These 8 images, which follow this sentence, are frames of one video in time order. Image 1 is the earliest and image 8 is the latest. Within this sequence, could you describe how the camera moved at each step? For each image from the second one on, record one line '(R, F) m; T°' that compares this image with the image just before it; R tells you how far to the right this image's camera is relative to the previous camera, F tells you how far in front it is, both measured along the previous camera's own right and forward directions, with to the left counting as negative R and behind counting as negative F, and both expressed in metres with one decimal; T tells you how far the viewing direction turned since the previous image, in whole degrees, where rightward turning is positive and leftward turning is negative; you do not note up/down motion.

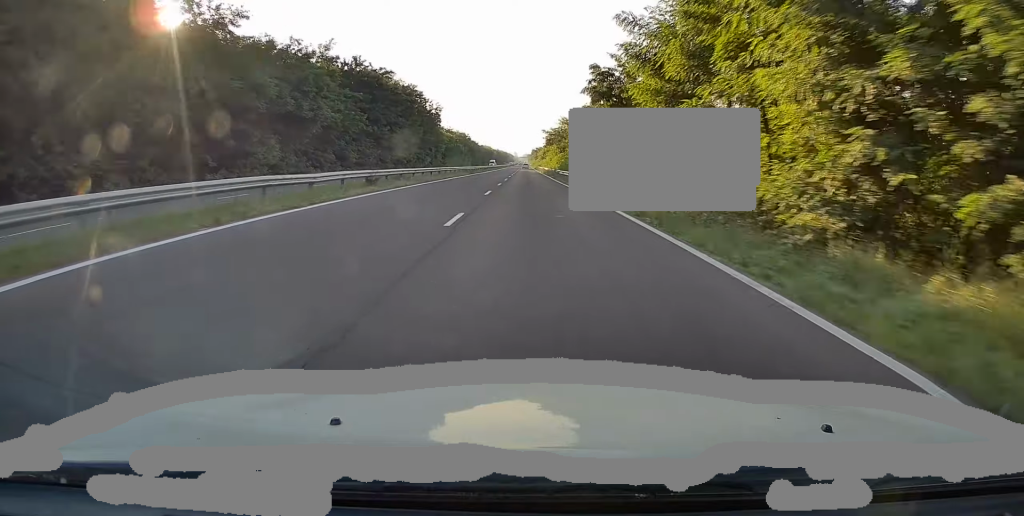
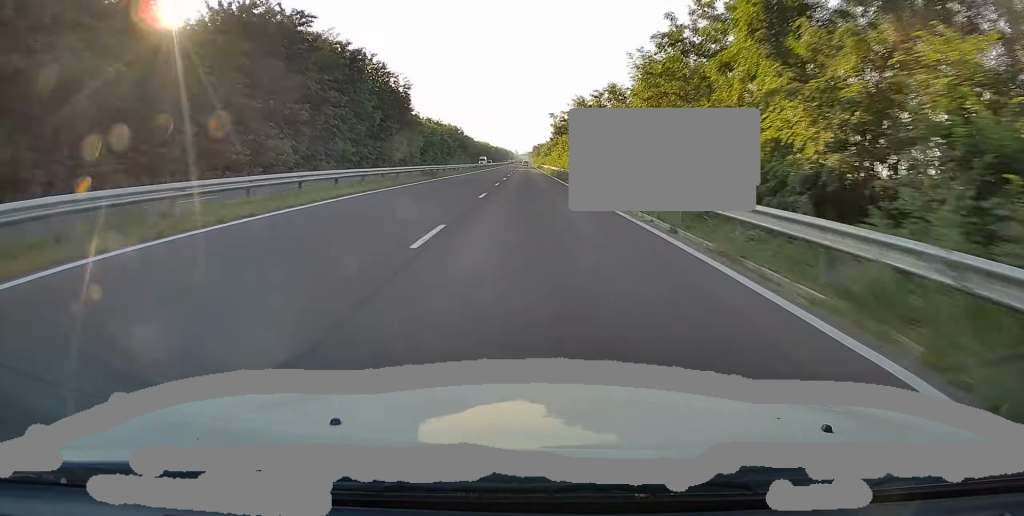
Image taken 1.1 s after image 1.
(-0.2, +27.0) m; -1°
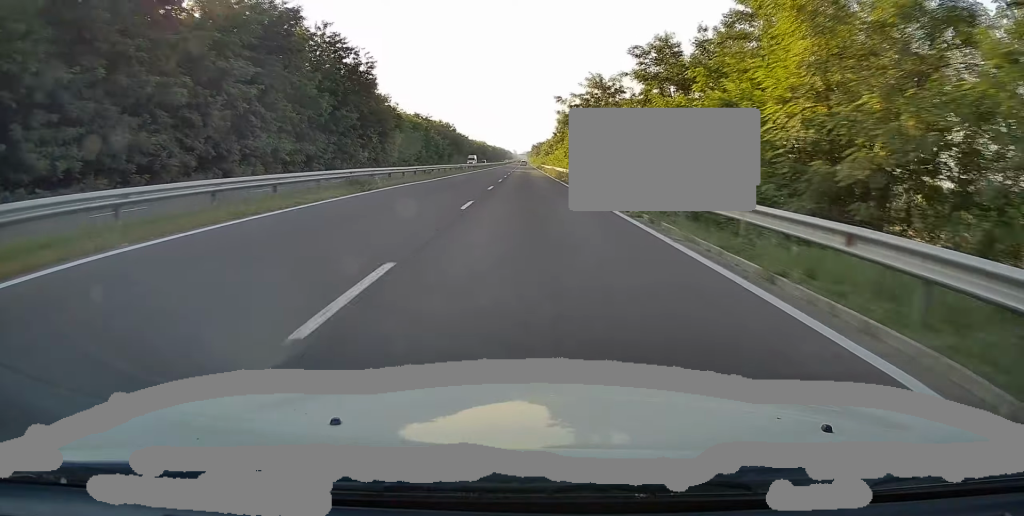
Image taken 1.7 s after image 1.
(-0.1, +16.8) m; -1°
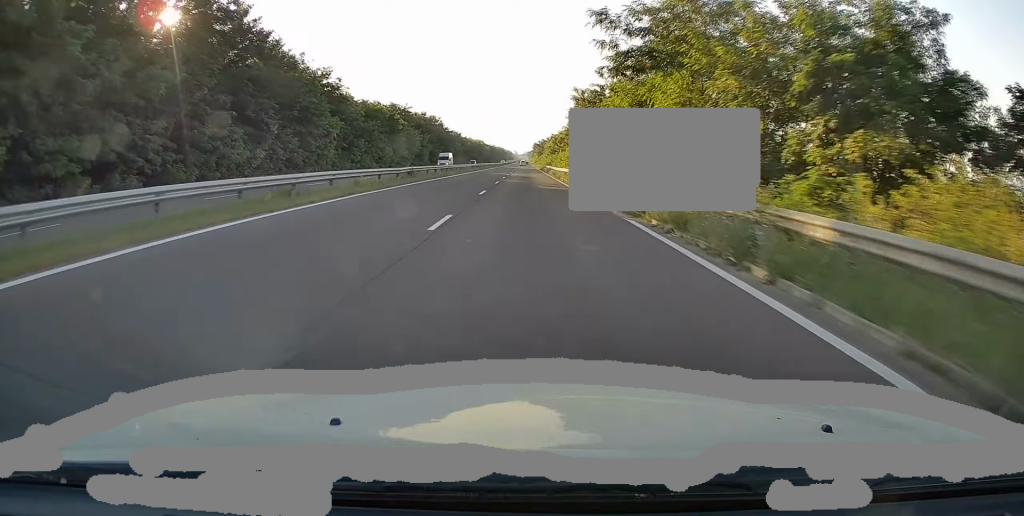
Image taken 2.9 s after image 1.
(-0.1, +28.4) m; 0°
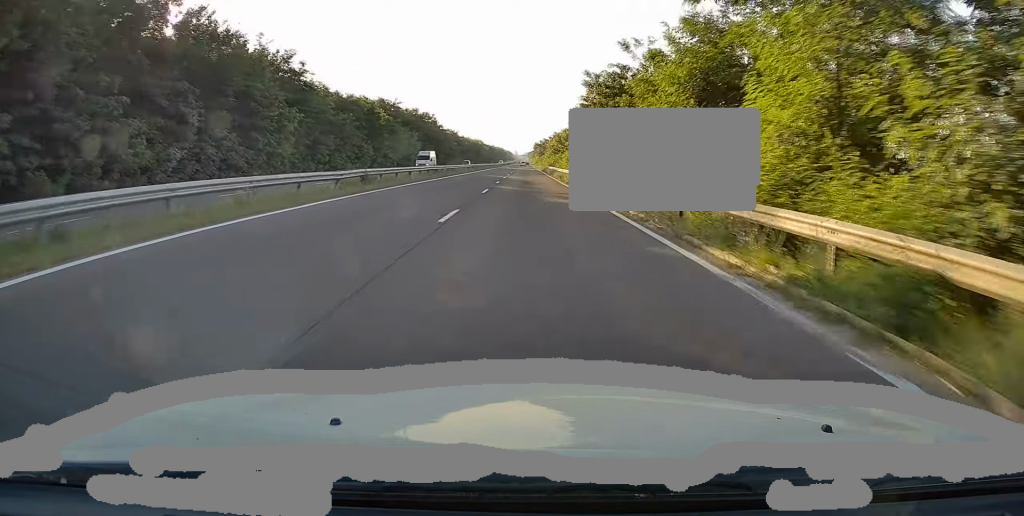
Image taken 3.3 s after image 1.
(0.0, +10.9) m; 0°
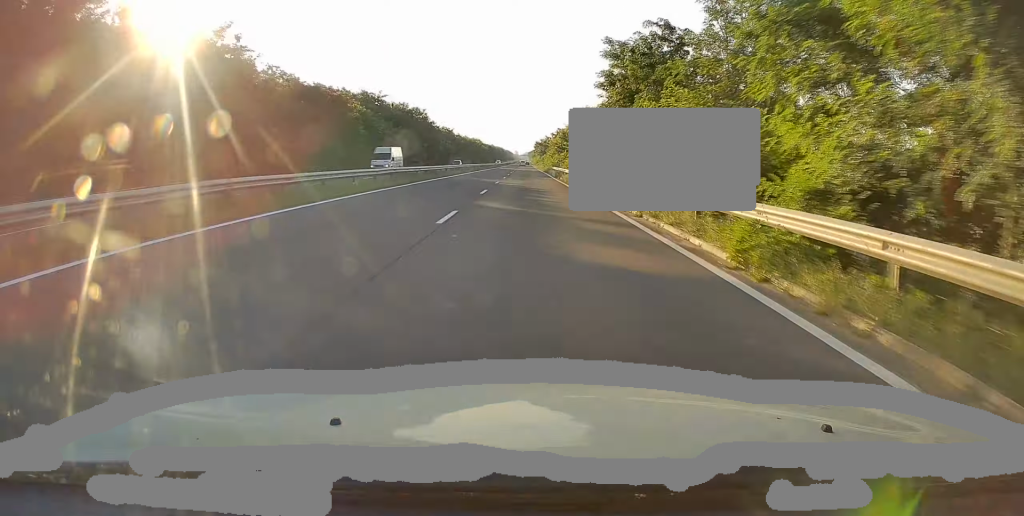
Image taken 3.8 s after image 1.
(0.0, +12.6) m; 0°
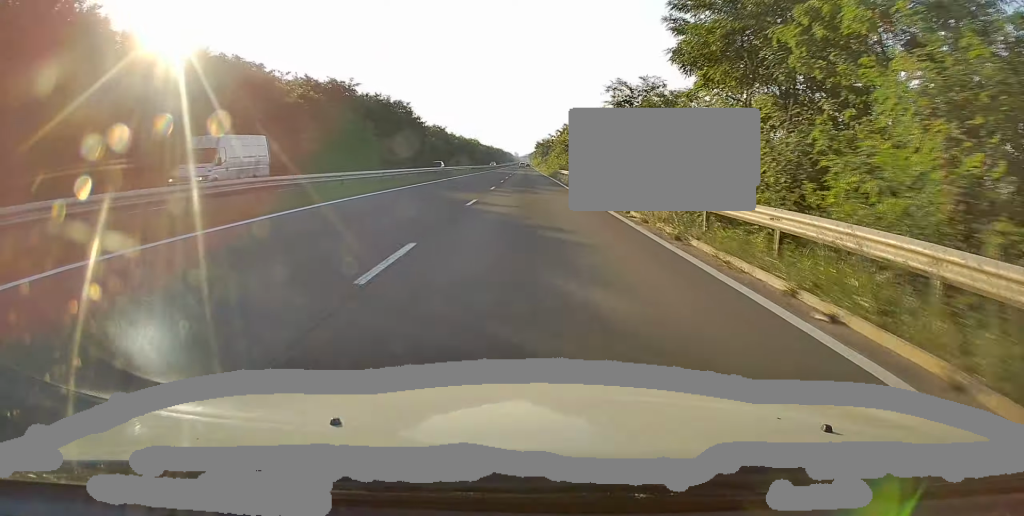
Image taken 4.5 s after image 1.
(0.0, +17.6) m; 0°
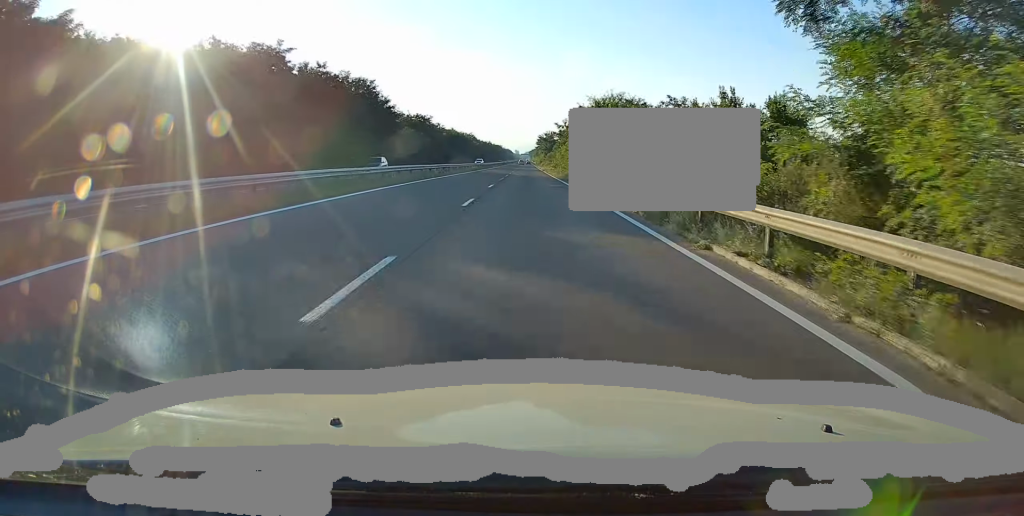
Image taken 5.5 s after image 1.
(+0.1, +25.9) m; 0°
